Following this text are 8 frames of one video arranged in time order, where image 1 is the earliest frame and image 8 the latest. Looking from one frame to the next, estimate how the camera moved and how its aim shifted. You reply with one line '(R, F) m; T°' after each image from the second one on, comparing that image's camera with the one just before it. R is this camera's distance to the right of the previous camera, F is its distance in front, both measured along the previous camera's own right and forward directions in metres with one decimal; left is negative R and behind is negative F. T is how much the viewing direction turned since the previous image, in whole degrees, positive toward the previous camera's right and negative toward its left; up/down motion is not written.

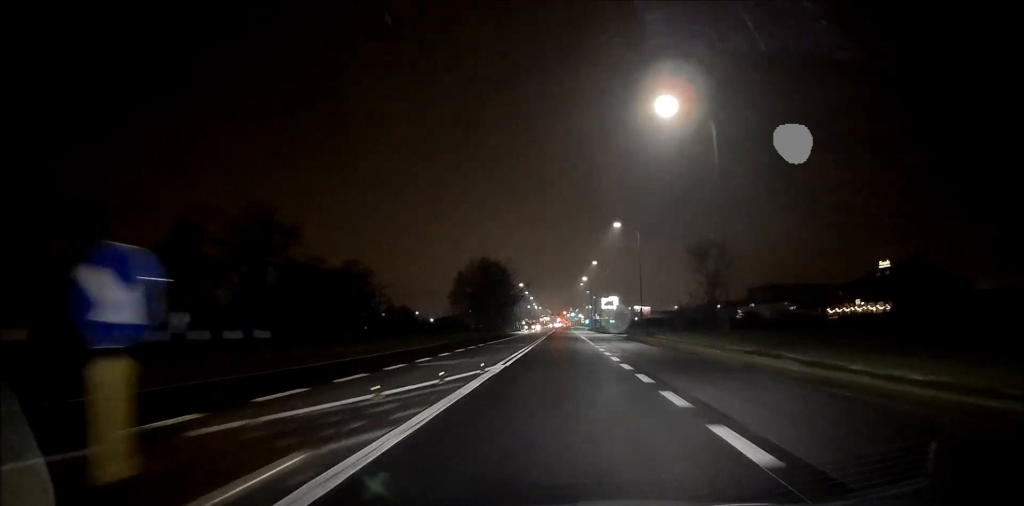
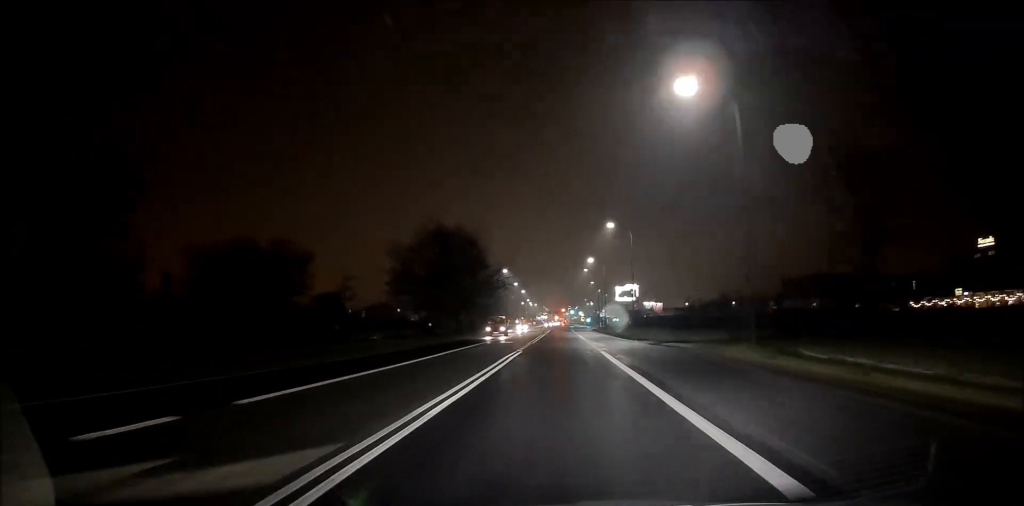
(+0.7, +32.6) m; +1°
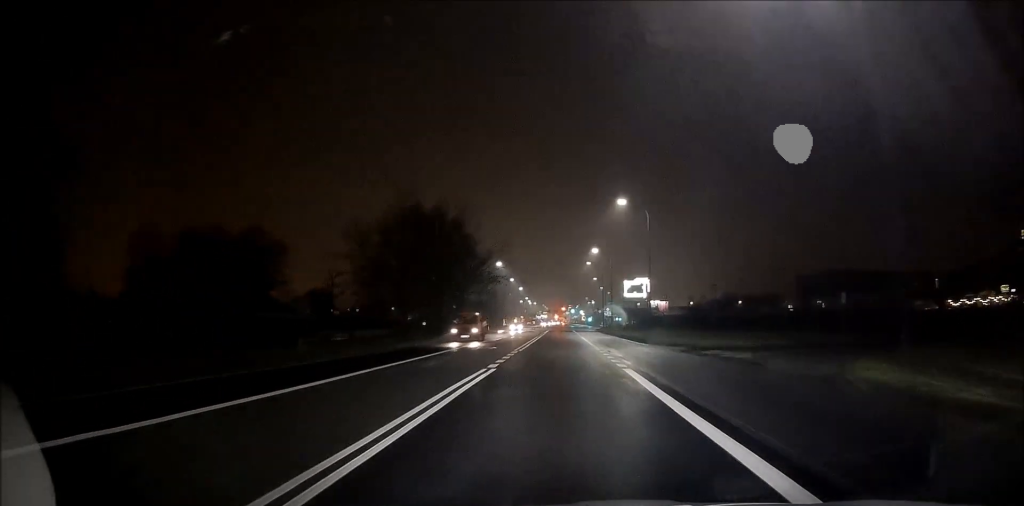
(-0.1, +10.5) m; 0°
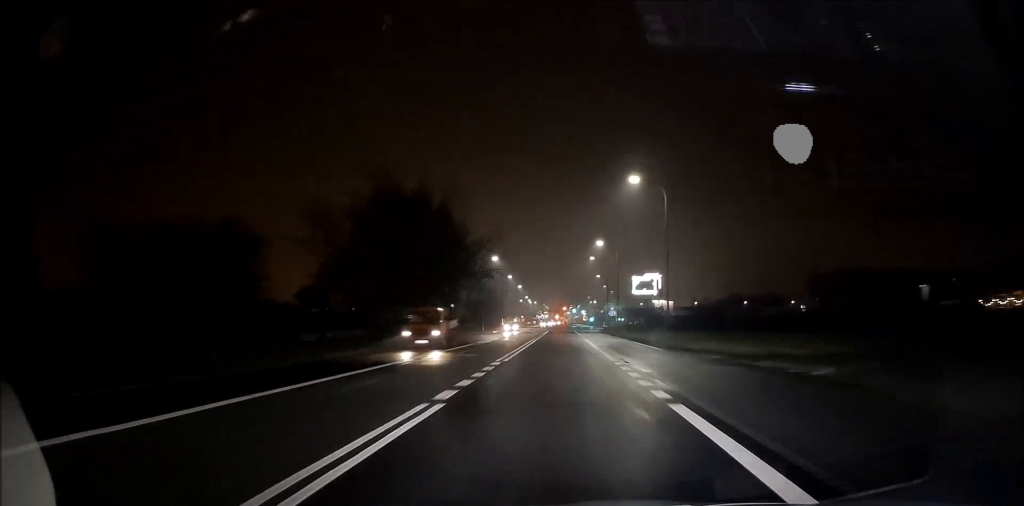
(-0.2, +7.2) m; 0°
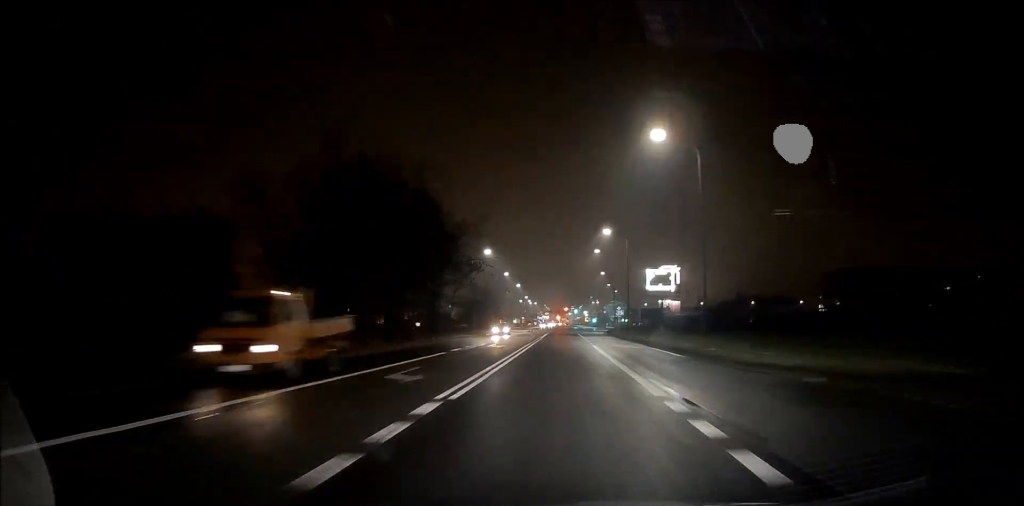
(+0.1, +9.4) m; +1°
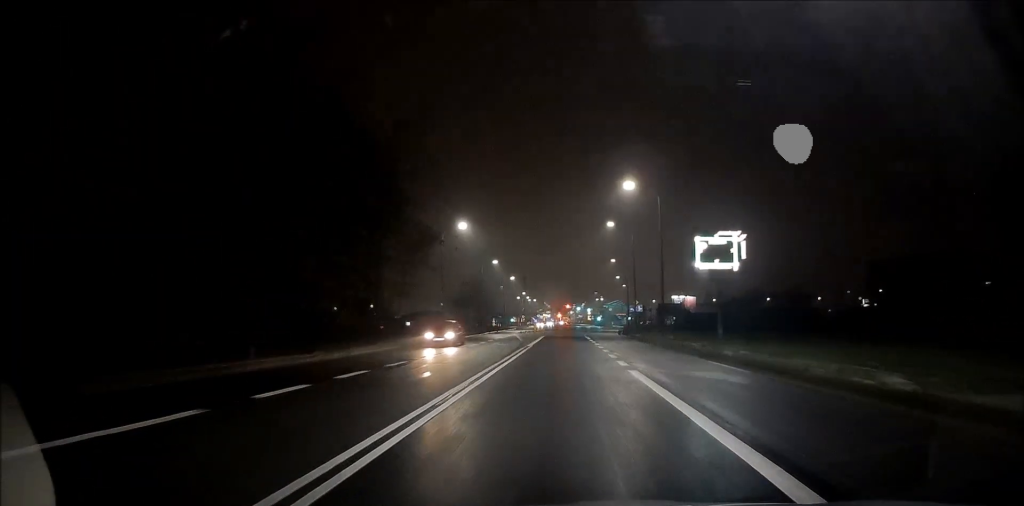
(+0.3, +19.4) m; 0°
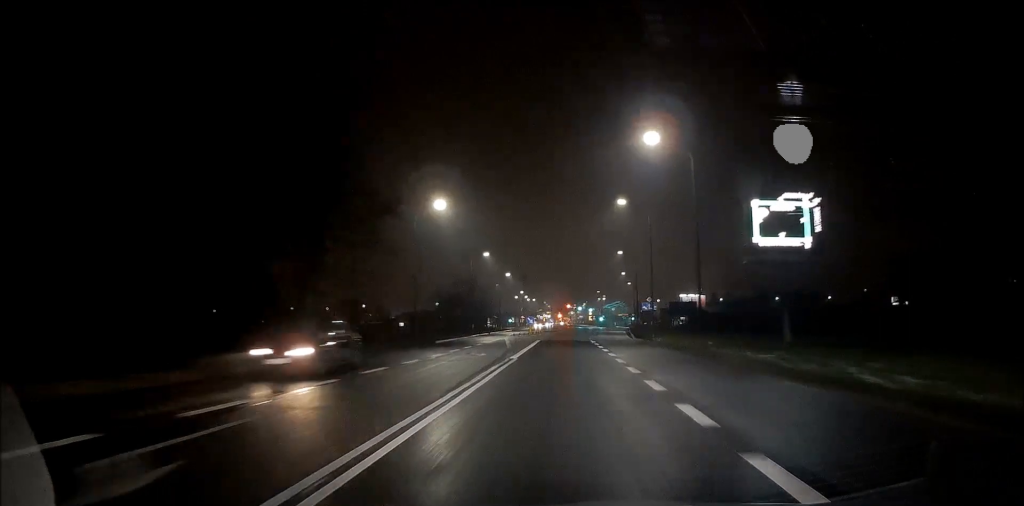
(0.0, +10.5) m; -1°
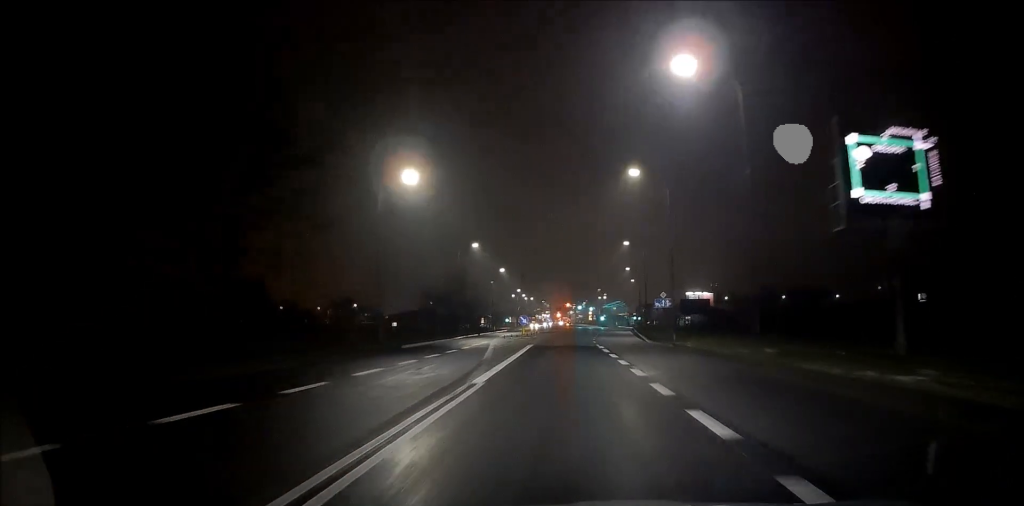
(-0.2, +8.7) m; -1°
